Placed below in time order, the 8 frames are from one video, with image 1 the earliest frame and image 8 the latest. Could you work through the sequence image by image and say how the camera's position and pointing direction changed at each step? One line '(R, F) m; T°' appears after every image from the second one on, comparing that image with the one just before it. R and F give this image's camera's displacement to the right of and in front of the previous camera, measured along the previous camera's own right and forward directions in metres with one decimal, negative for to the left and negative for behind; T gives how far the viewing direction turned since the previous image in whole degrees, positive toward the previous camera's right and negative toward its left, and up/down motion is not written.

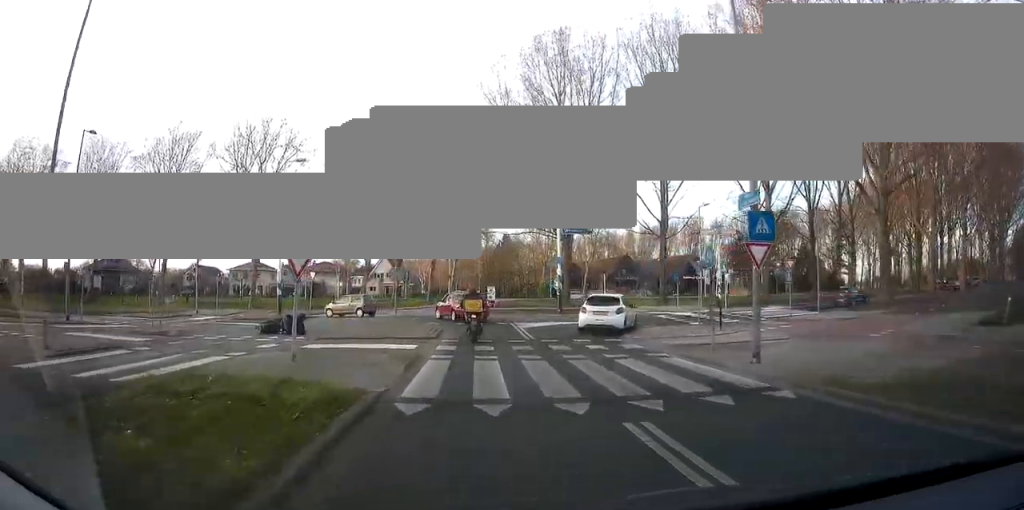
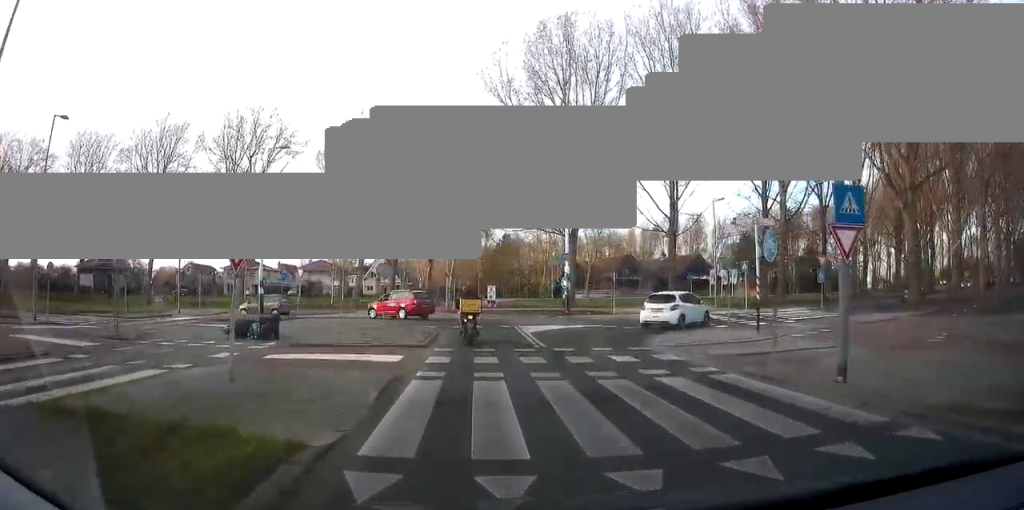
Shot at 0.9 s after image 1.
(0.0, +3.0) m; 0°
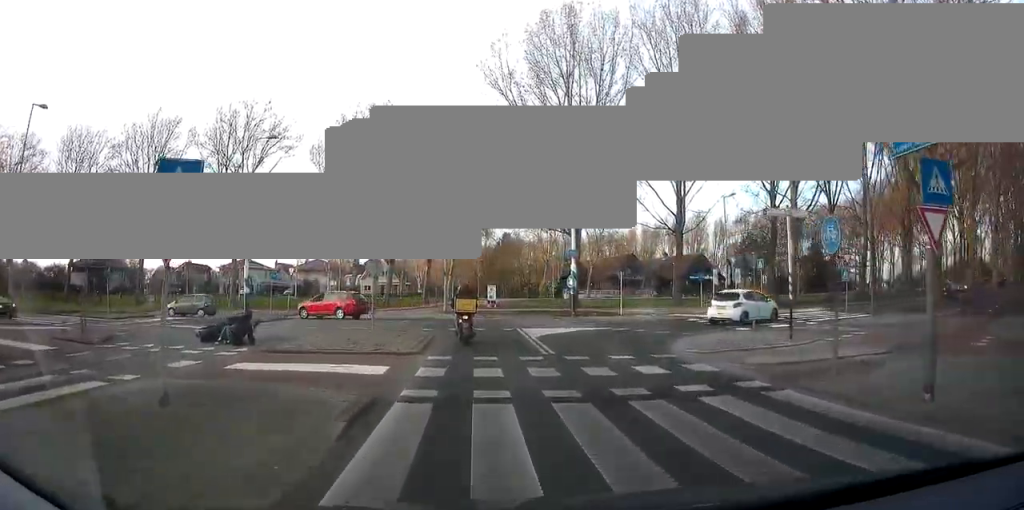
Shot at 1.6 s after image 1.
(0.0, +1.9) m; 0°
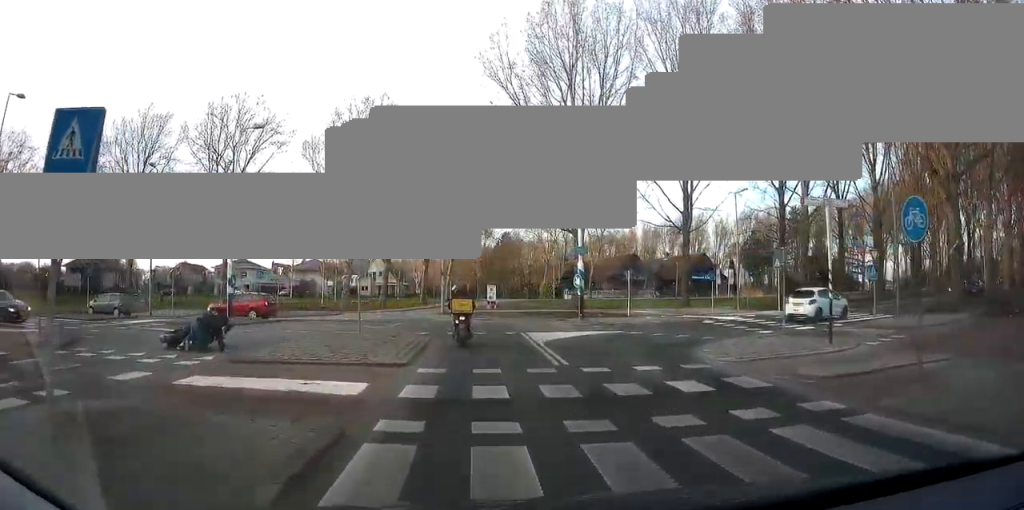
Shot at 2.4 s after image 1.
(0.0, +1.9) m; 0°
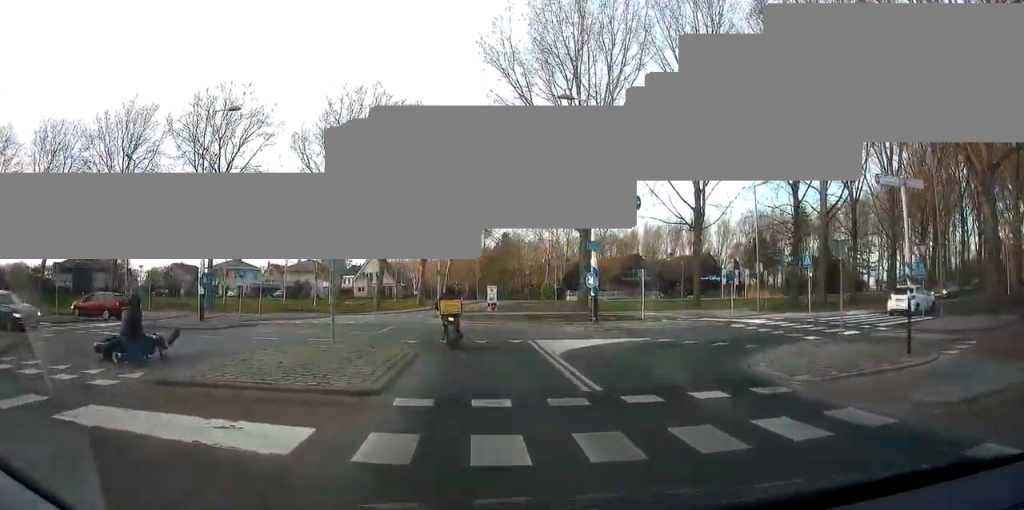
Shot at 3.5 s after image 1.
(0.0, +3.2) m; -1°
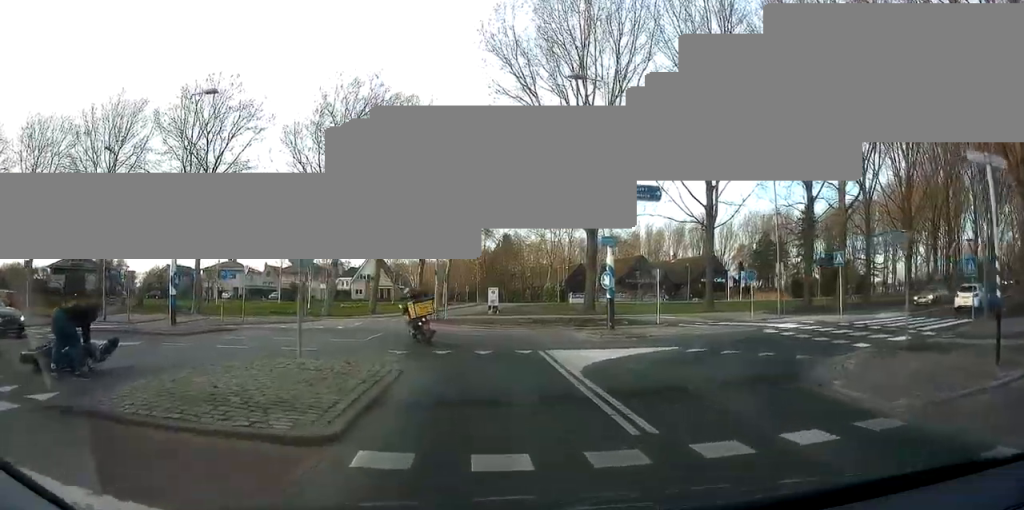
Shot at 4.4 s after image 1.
(-0.1, +2.8) m; -2°
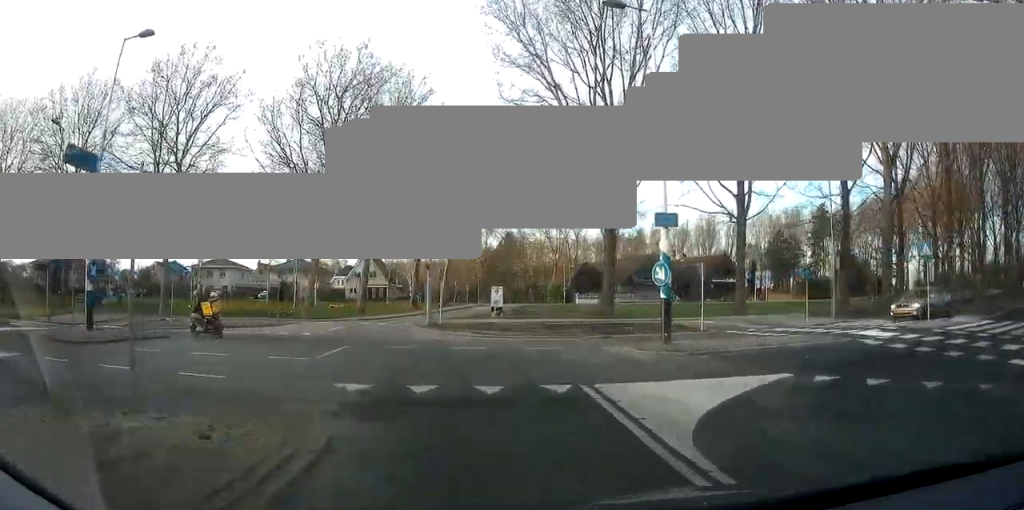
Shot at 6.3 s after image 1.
(0.0, +6.3) m; +2°
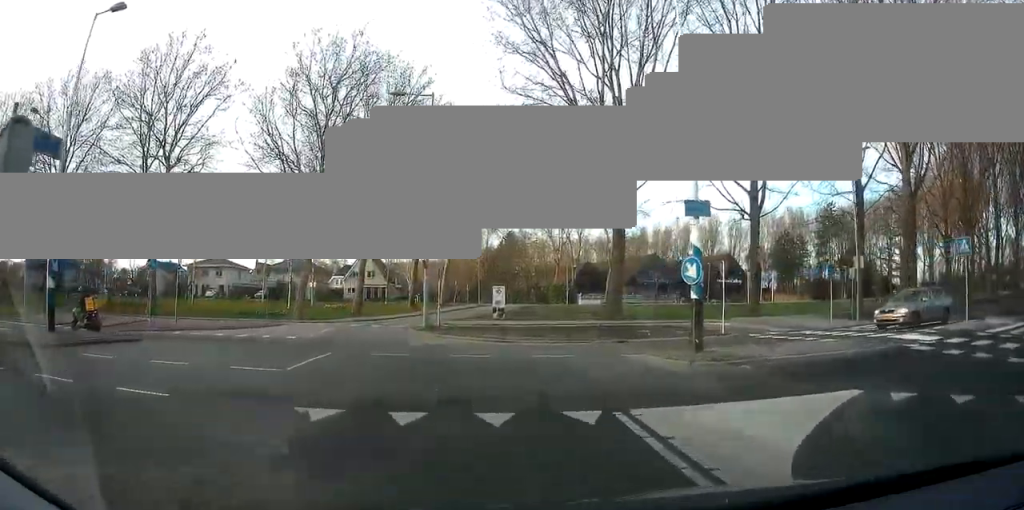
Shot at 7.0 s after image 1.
(+0.1, +2.5) m; 0°
